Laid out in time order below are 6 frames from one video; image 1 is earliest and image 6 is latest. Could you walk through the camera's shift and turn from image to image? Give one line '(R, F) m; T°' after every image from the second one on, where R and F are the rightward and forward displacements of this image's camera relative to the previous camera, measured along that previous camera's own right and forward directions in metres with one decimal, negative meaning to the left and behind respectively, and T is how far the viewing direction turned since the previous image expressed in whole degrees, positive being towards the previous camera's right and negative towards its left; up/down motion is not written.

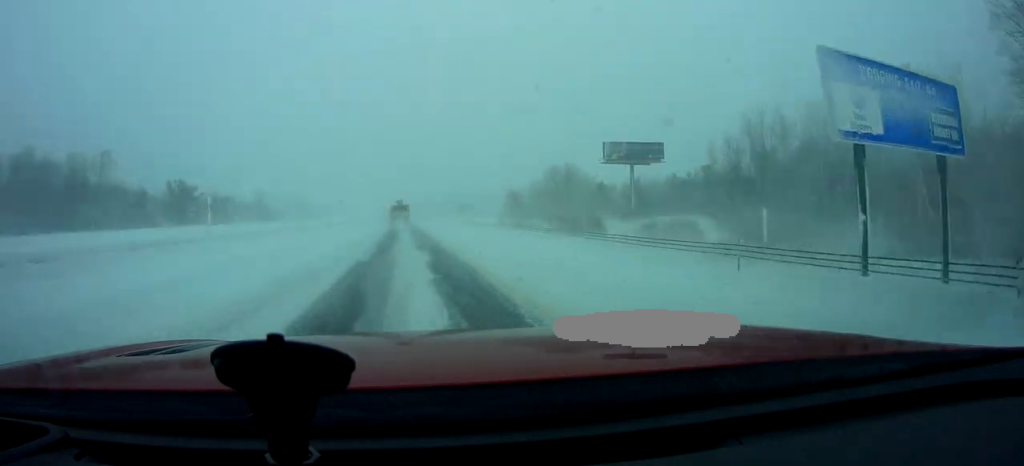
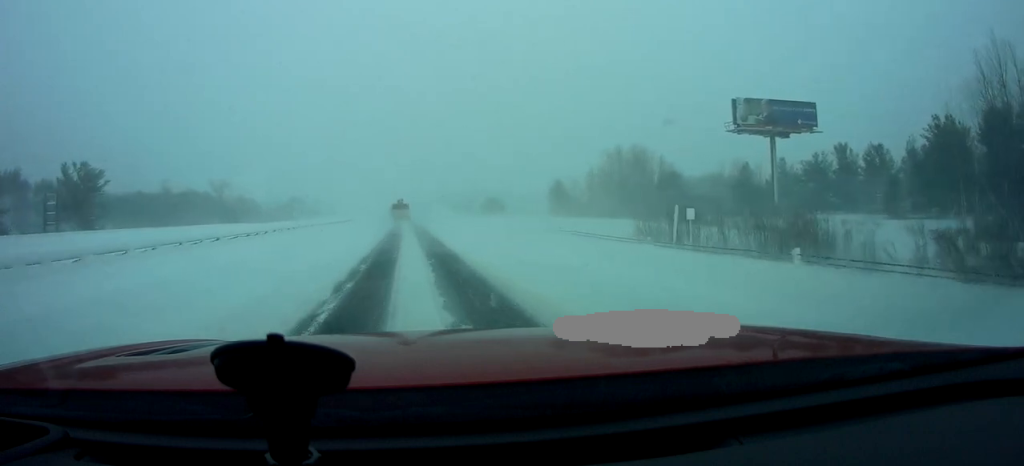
(-0.4, +45.1) m; -1°
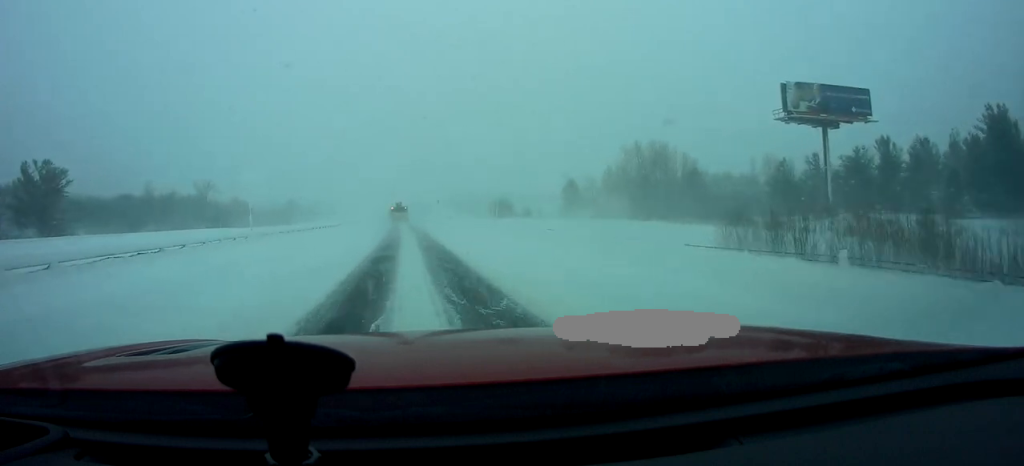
(-0.1, +10.7) m; 0°
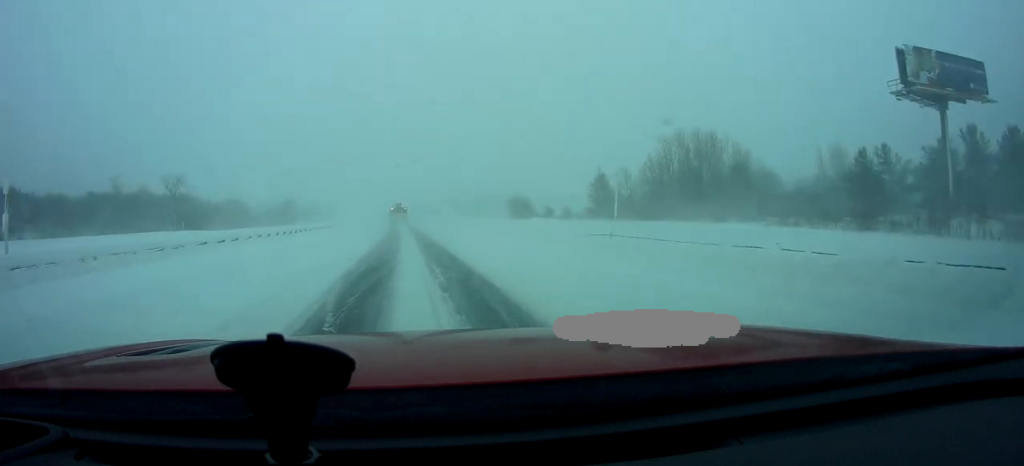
(+0.5, +17.9) m; +1°
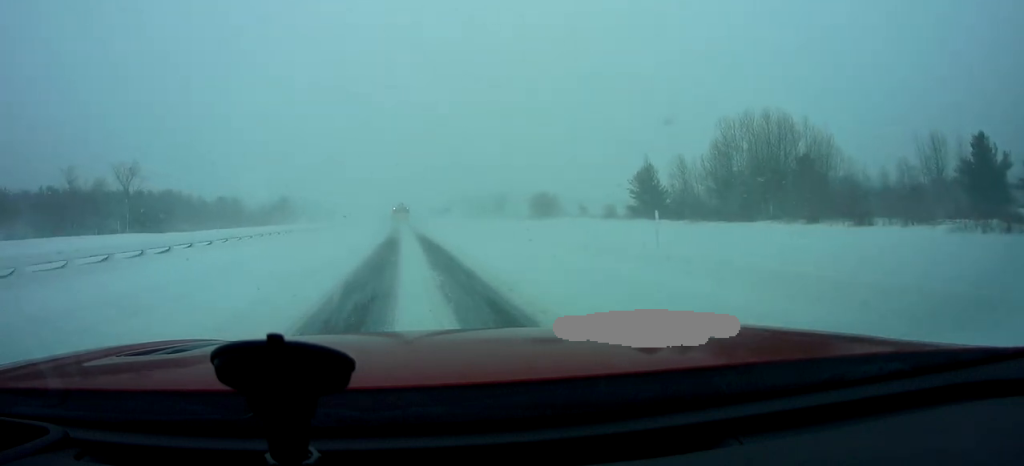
(-0.3, +20.4) m; -1°
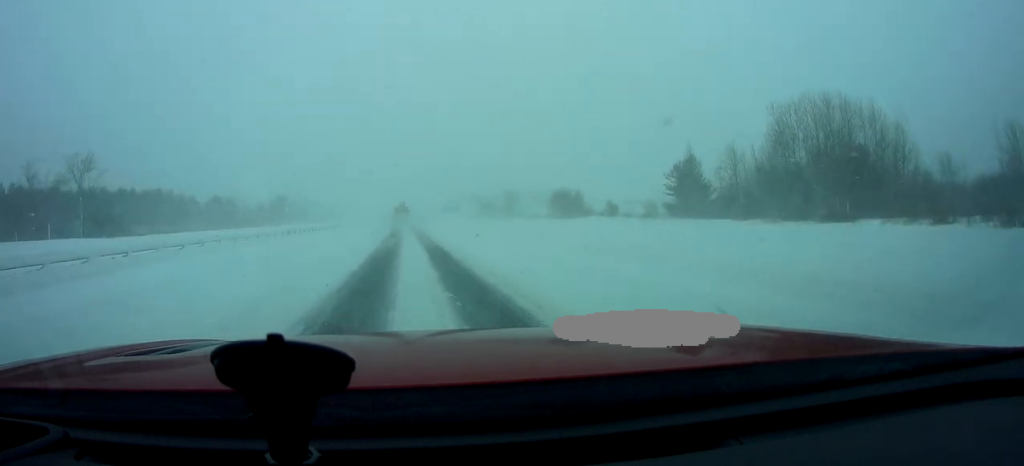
(0.0, +13.9) m; -1°
